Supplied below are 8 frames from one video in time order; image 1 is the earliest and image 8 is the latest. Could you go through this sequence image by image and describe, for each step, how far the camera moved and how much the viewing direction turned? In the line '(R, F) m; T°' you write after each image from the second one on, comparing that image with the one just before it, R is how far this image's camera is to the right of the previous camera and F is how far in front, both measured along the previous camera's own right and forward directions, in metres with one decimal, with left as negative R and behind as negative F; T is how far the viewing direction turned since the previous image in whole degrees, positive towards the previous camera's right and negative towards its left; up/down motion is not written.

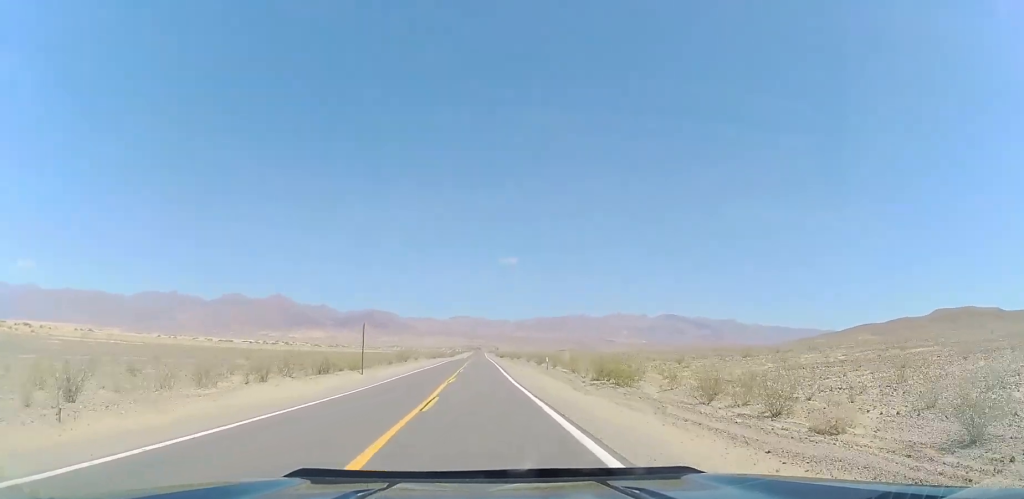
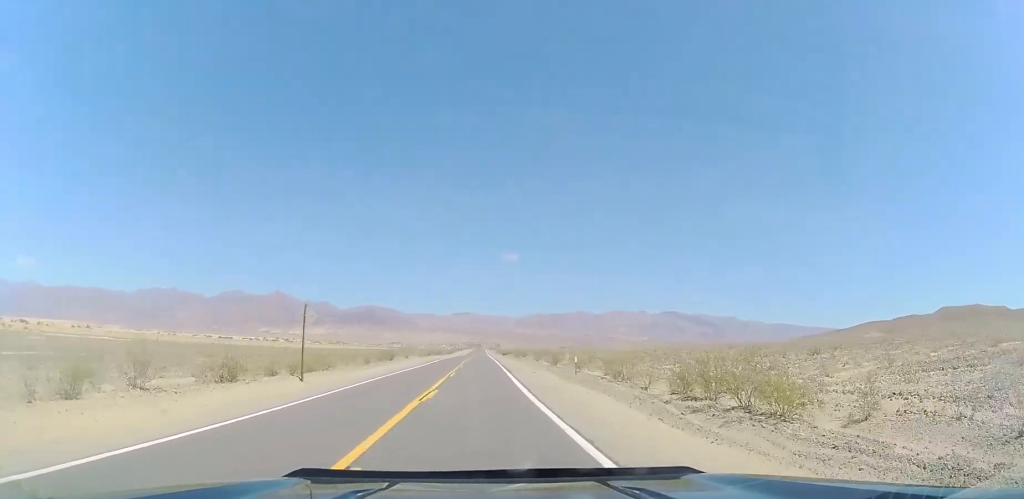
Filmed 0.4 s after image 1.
(-0.4, +13.0) m; -1°
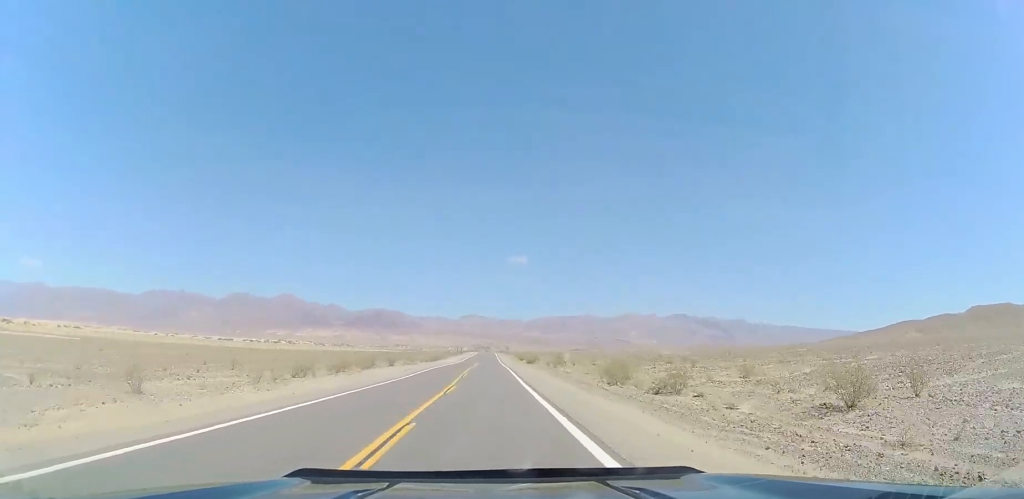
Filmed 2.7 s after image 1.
(-1.0, +68.2) m; 0°
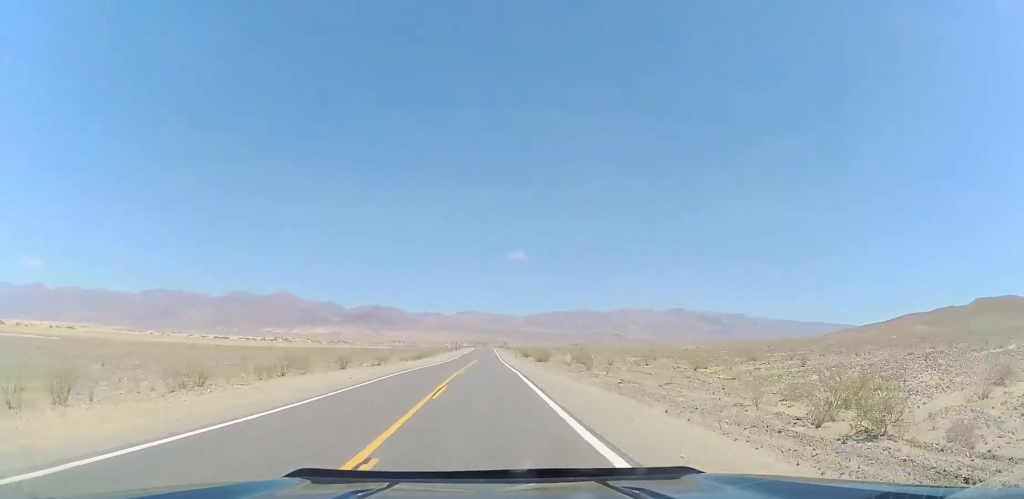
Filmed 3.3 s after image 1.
(+0.1, +19.1) m; +1°
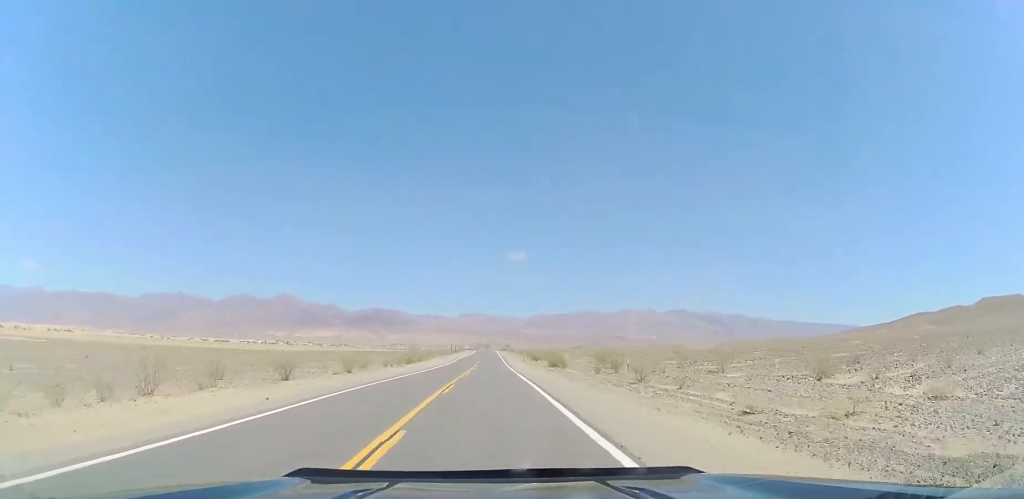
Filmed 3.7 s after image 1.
(+0.1, +12.1) m; 0°
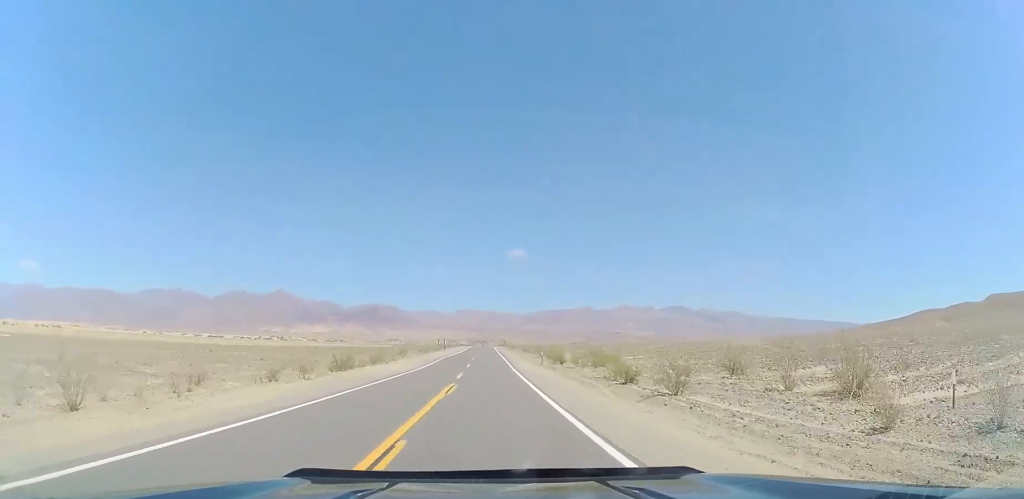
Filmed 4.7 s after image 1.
(+0.1, +29.3) m; 0°
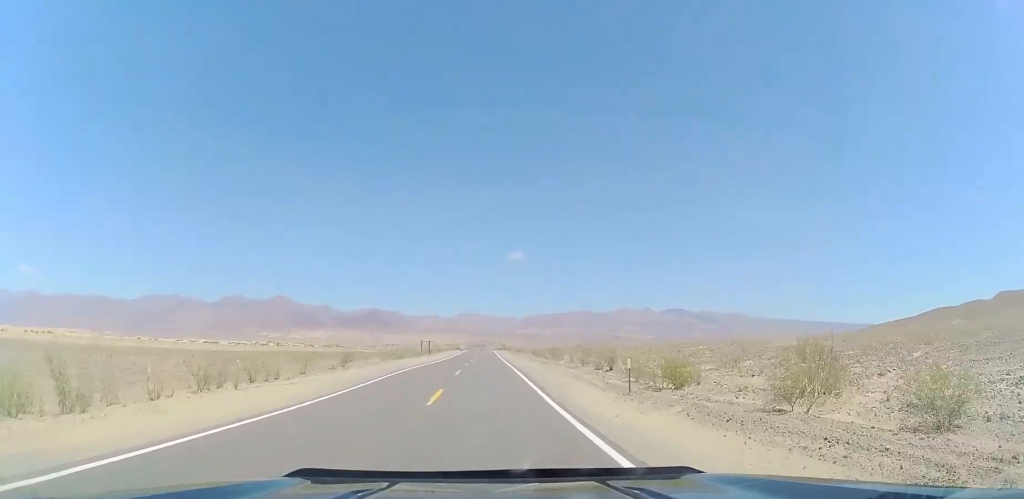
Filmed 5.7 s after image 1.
(0.0, +29.4) m; 0°
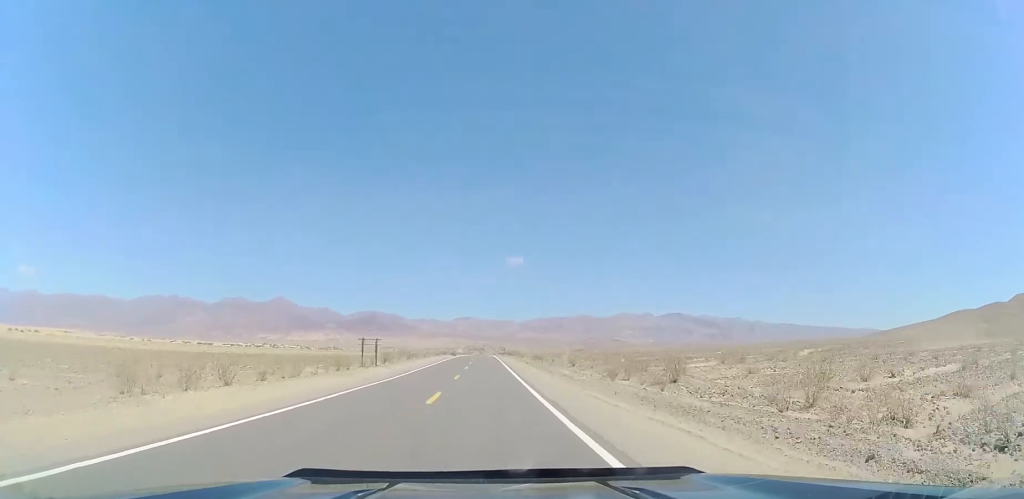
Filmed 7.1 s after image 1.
(0.0, +44.5) m; 0°
